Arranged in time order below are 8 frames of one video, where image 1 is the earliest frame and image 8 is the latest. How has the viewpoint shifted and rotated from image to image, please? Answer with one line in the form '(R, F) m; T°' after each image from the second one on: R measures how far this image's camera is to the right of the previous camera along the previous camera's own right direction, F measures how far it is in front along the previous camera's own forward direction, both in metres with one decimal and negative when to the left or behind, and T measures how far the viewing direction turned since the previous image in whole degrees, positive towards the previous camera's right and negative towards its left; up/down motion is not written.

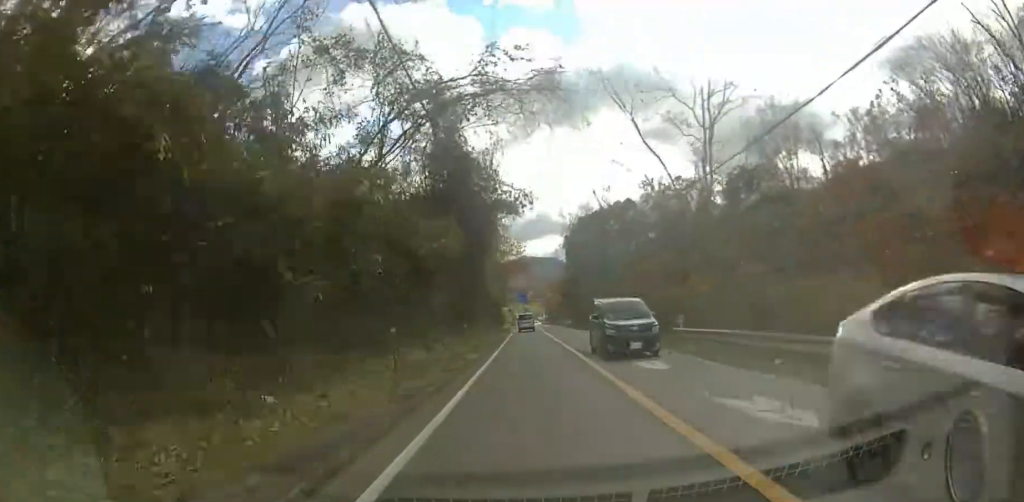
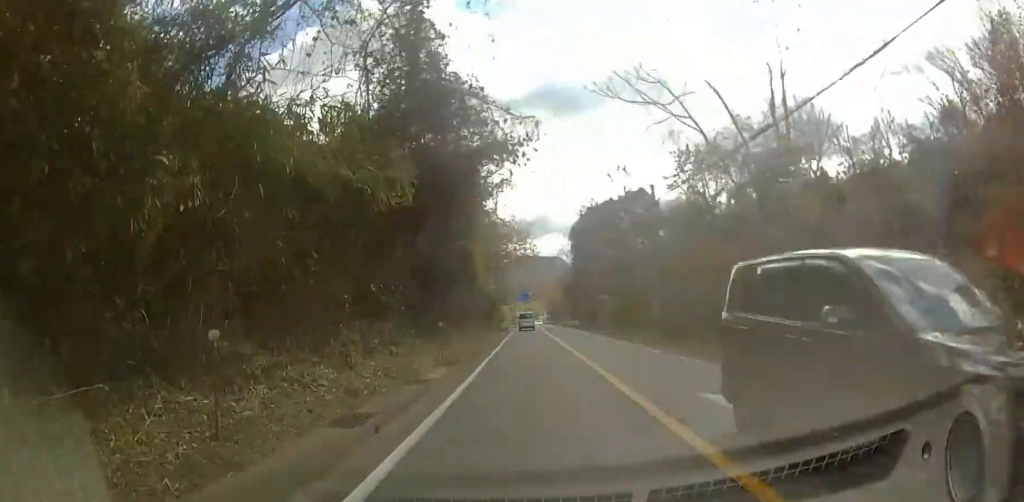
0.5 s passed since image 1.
(+0.2, +6.5) m; +2°
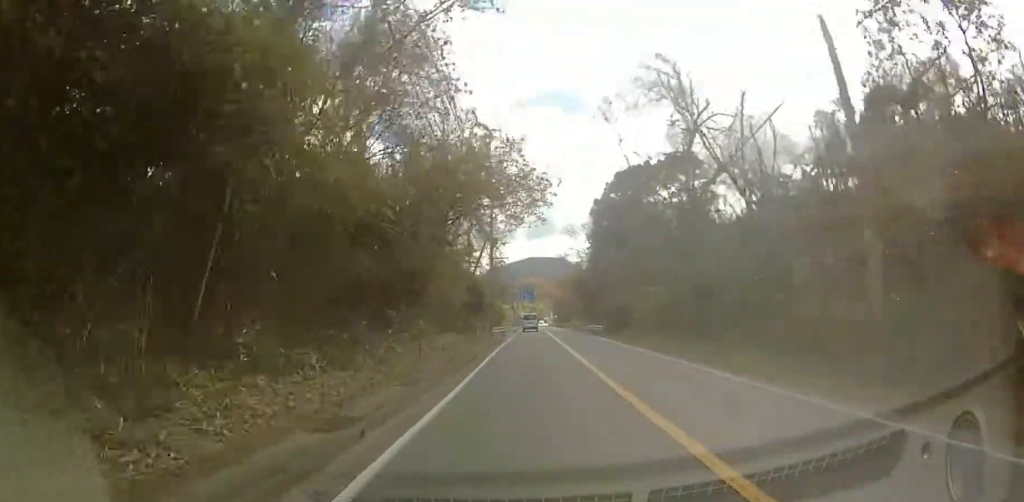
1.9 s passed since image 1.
(-0.2, +16.2) m; -1°
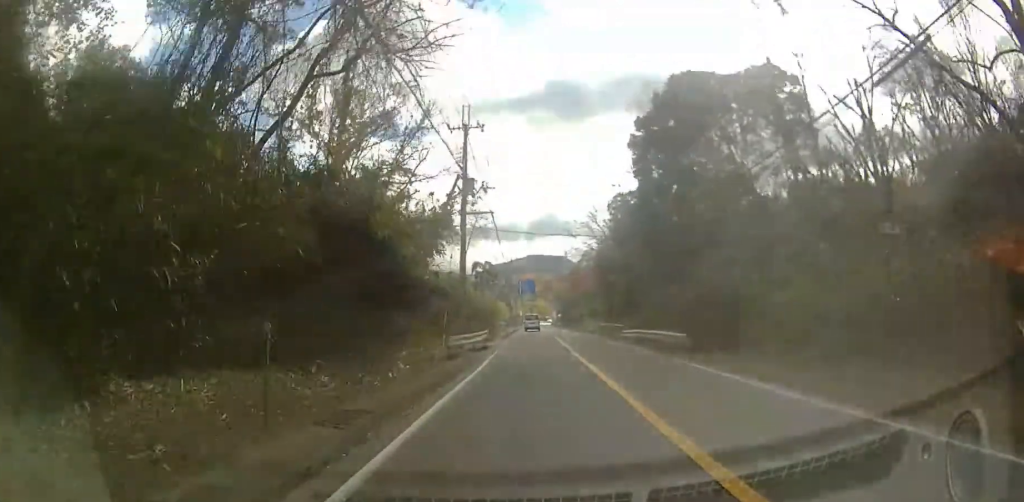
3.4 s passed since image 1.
(0.0, +19.0) m; 0°
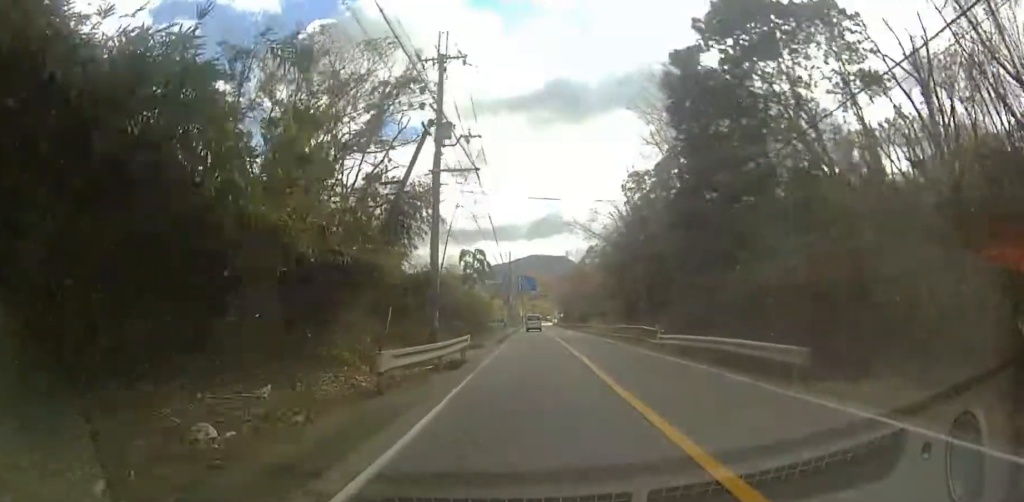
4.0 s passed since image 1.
(0.0, +7.9) m; 0°
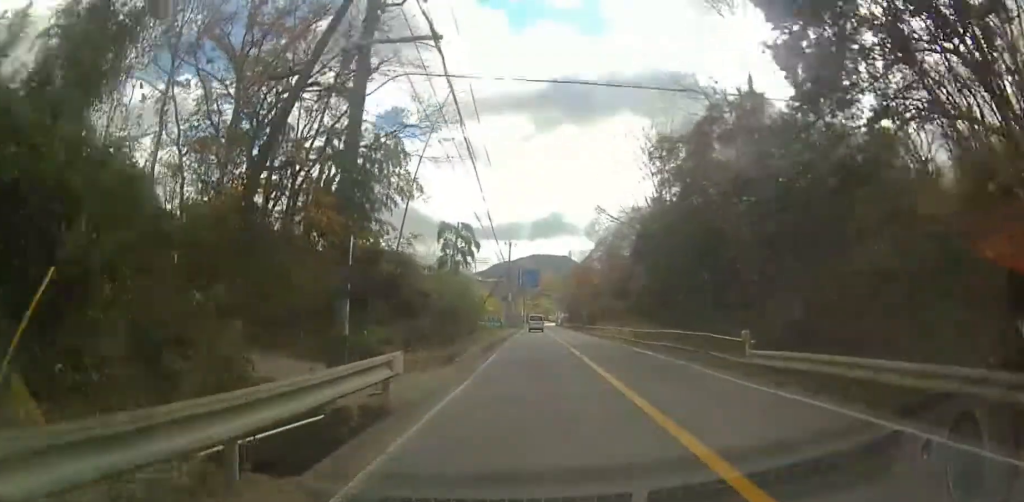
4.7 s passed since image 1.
(0.0, +9.6) m; 0°
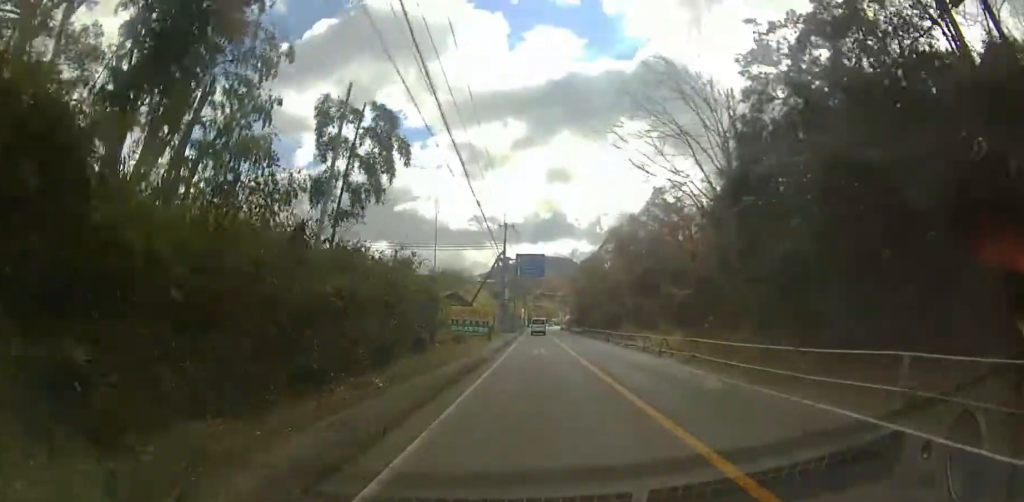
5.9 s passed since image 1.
(0.0, +15.4) m; 0°
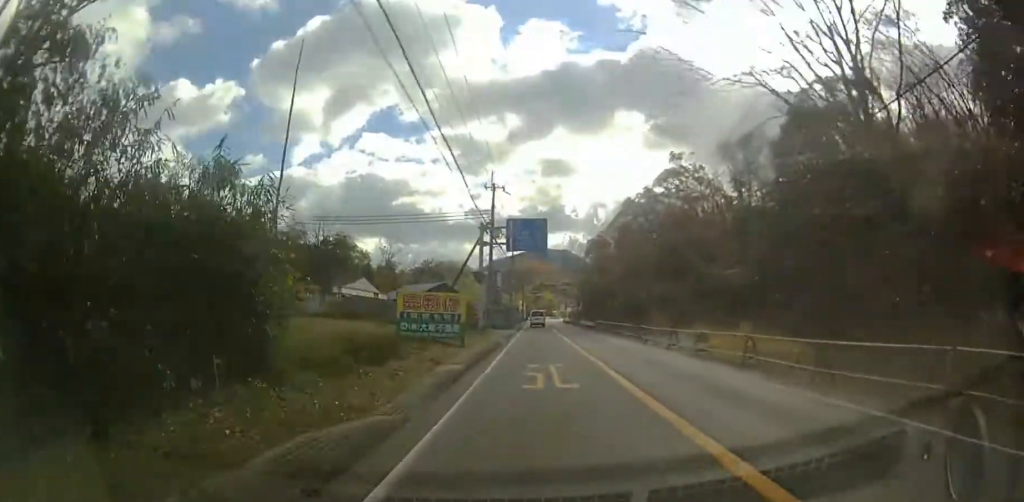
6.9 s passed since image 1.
(0.0, +13.3) m; 0°
